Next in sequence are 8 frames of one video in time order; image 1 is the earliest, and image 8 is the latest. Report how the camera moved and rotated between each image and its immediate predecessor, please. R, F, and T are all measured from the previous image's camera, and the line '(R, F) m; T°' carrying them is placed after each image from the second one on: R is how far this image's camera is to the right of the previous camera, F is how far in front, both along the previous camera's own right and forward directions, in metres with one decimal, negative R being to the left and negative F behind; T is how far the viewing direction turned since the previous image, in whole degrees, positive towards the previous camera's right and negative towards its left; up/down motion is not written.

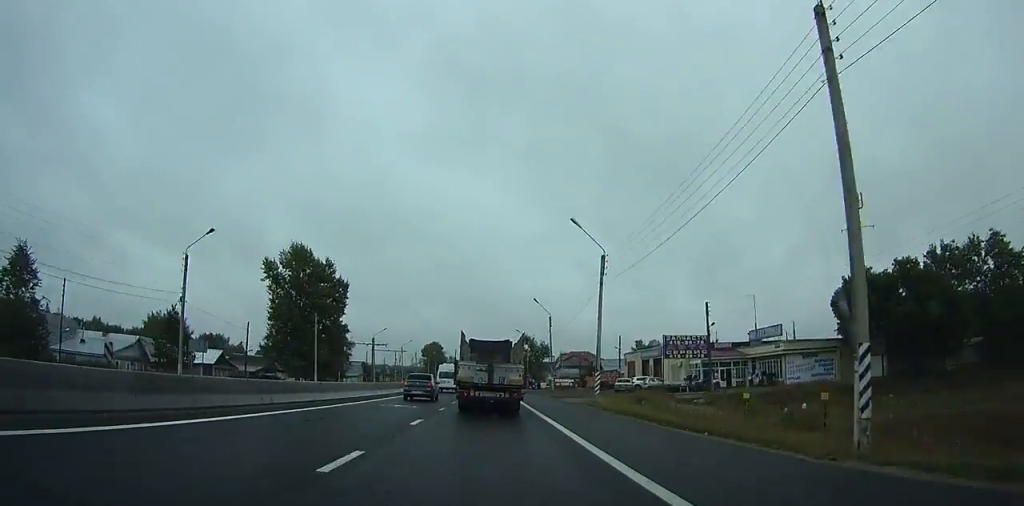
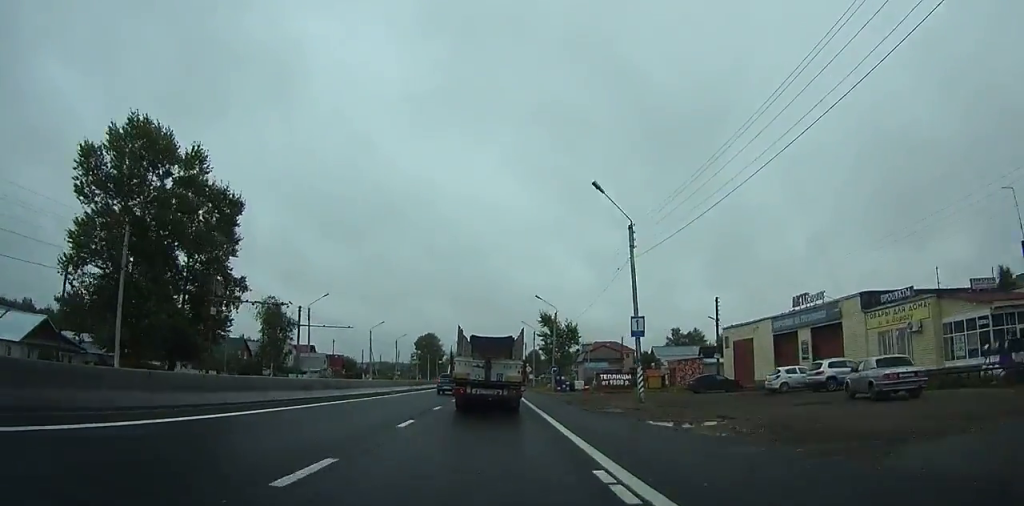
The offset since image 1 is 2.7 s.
(+0.2, +41.9) m; 0°
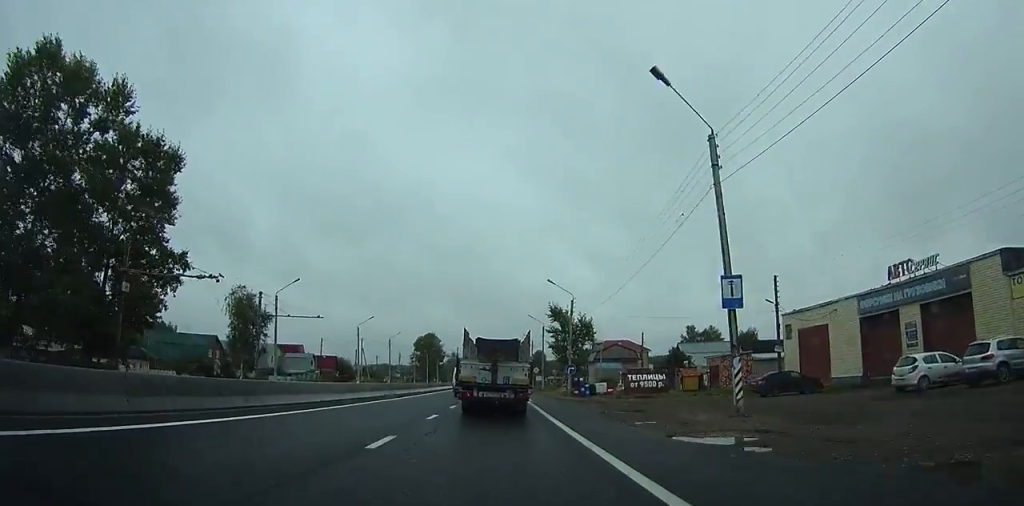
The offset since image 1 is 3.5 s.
(0.0, +12.0) m; 0°
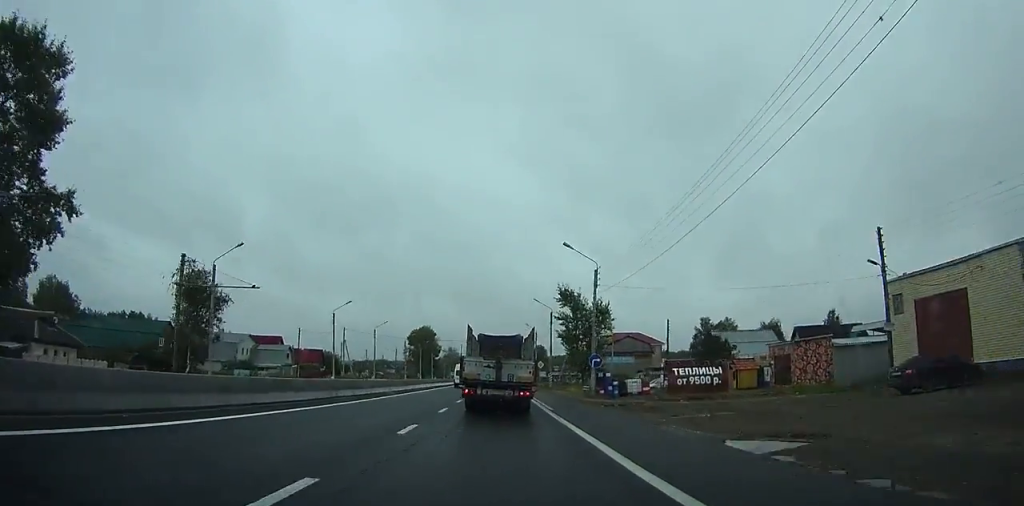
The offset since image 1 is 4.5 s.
(-0.1, +14.0) m; 0°
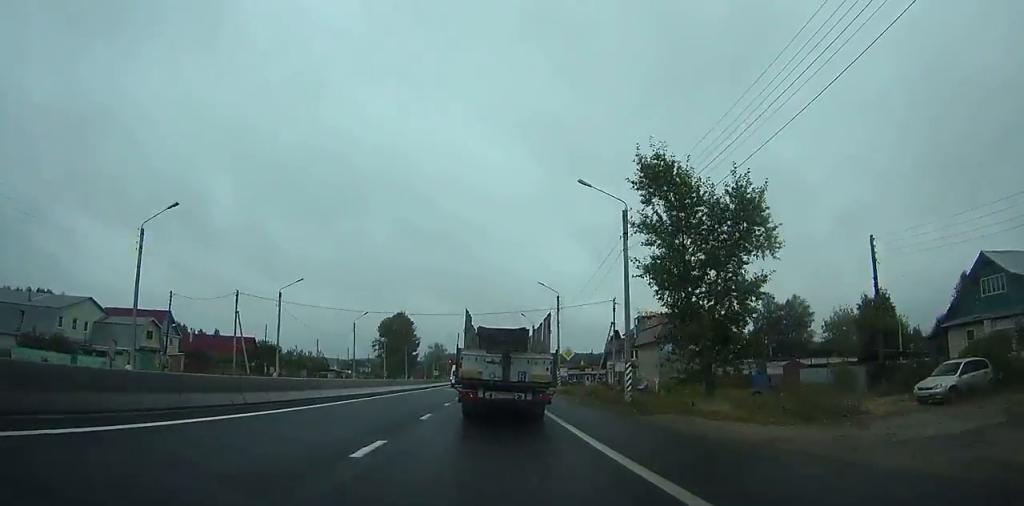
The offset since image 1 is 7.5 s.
(+0.1, +43.9) m; 0°
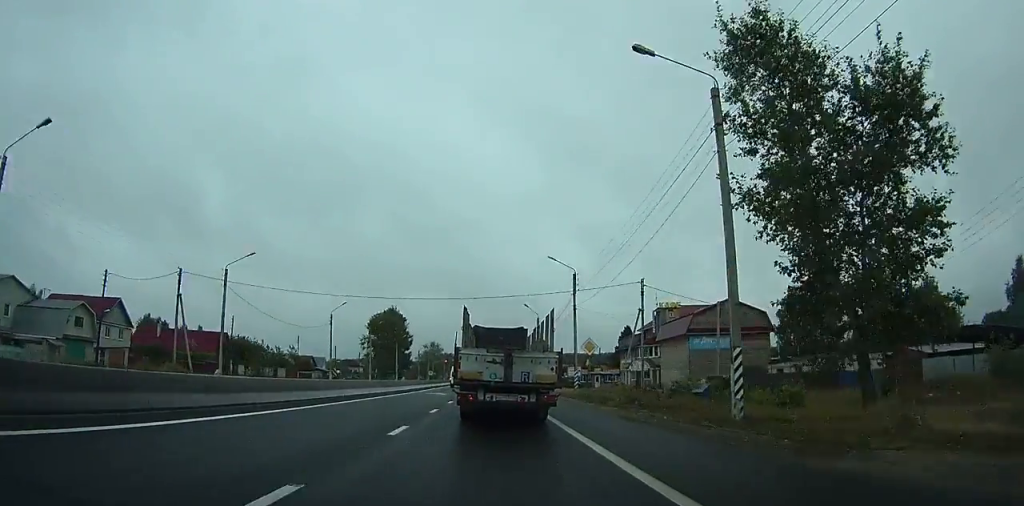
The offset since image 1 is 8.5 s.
(0.0, +13.8) m; 0°
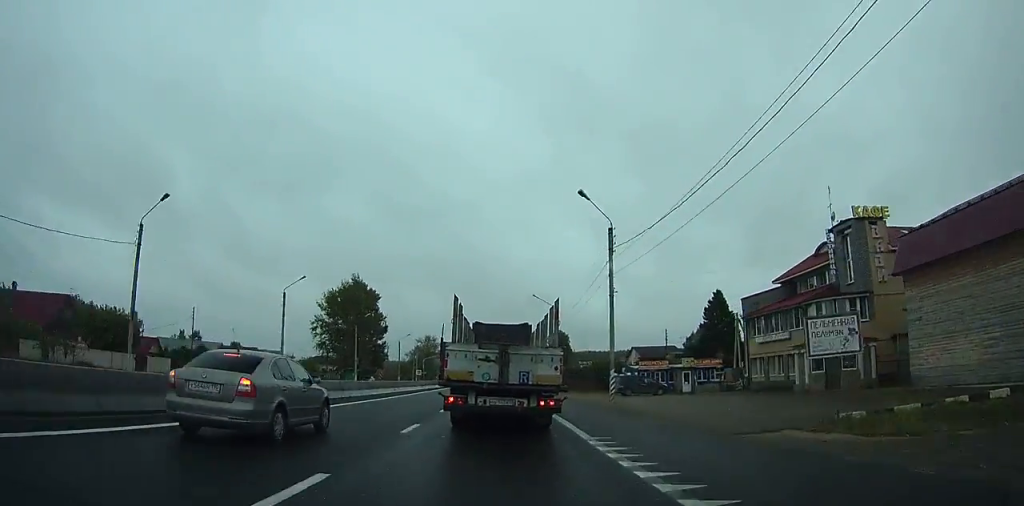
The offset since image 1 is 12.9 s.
(+0.1, +51.0) m; 0°
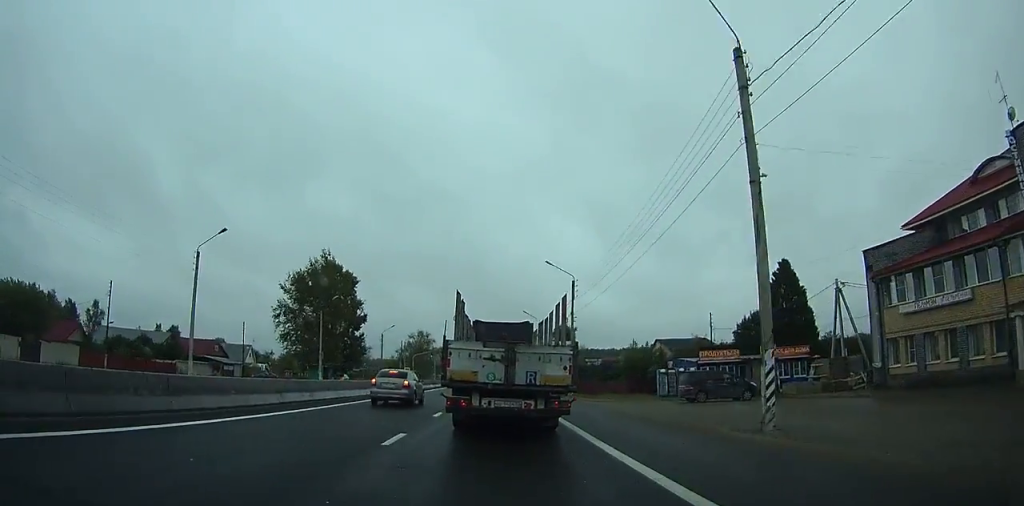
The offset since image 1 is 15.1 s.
(-0.1, +21.0) m; 0°
